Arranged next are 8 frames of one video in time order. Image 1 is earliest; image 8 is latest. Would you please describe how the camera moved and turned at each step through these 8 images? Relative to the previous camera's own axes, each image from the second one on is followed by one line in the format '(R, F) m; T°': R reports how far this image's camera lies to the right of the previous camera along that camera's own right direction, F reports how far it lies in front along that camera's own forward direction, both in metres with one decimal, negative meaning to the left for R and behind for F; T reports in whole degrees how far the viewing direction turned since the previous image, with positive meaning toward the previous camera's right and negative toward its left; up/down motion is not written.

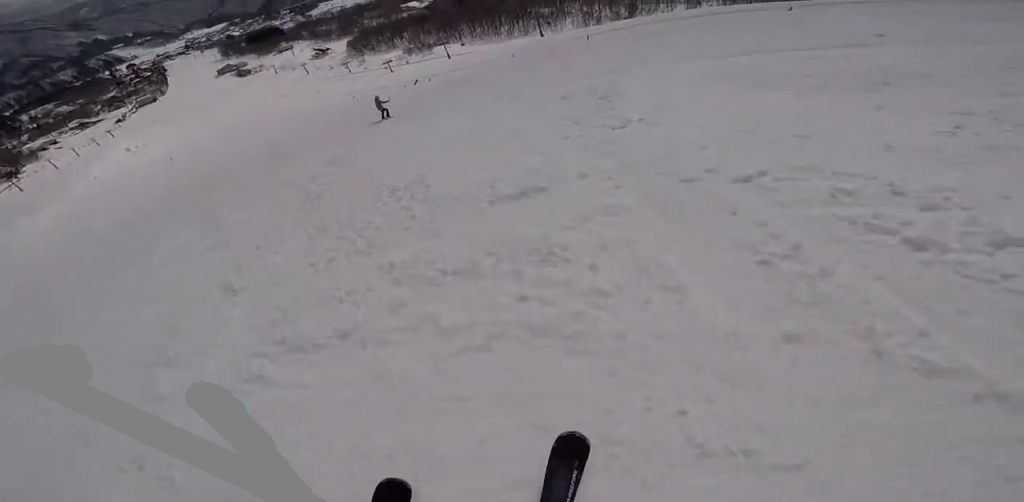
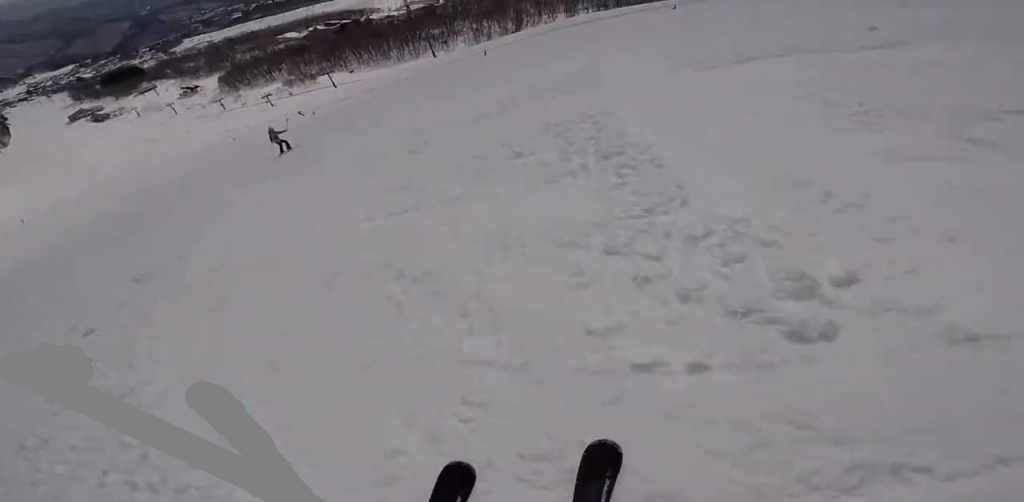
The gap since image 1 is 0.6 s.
(+0.4, +3.2) m; +12°
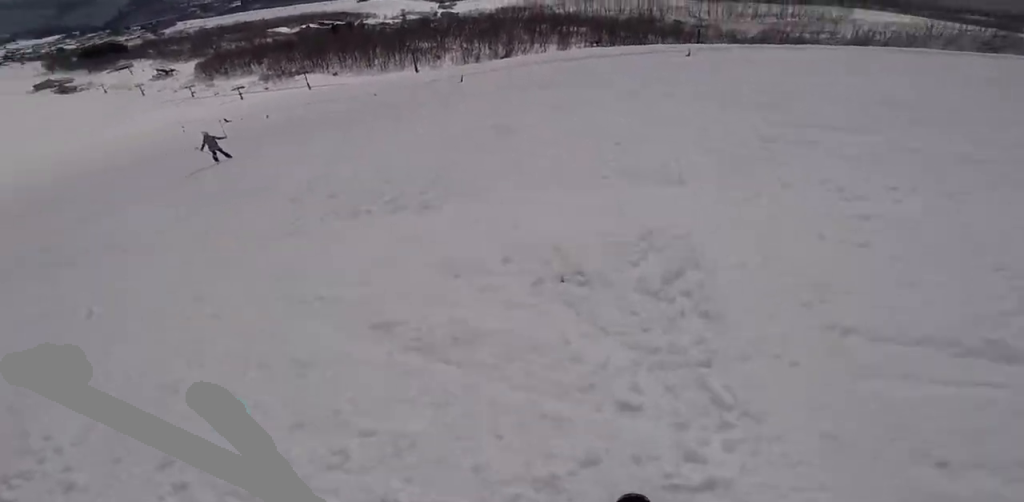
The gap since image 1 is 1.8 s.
(+0.2, +7.0) m; -20°
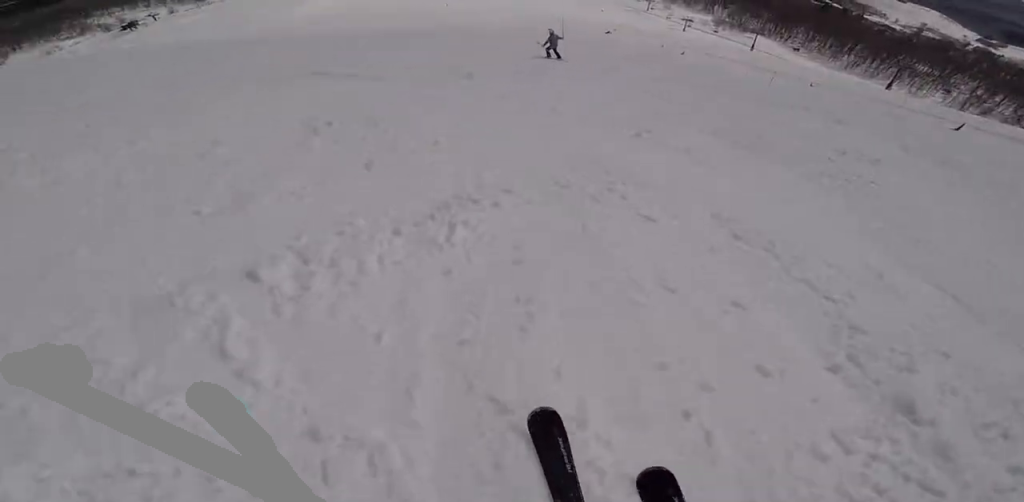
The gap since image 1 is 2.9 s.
(-3.0, +6.3) m; -44°
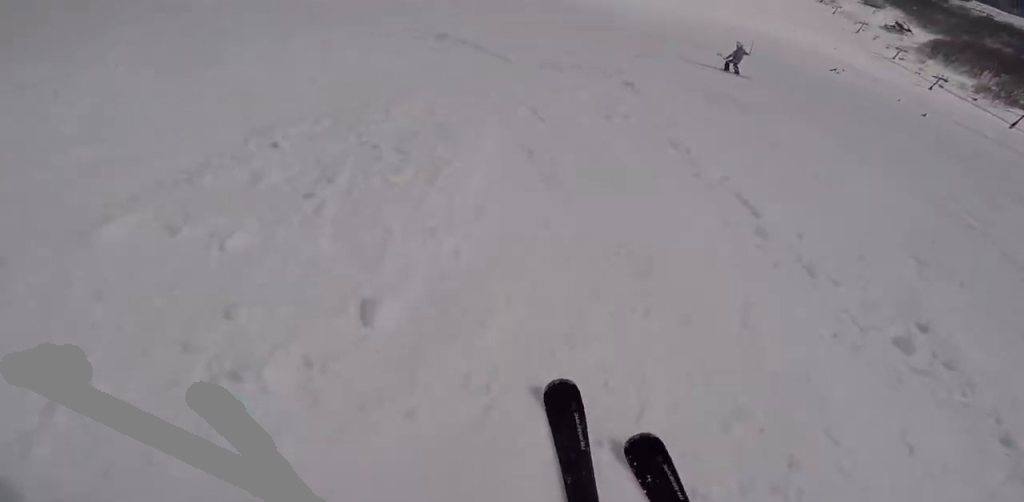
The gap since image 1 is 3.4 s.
(-0.5, +2.9) m; -14°
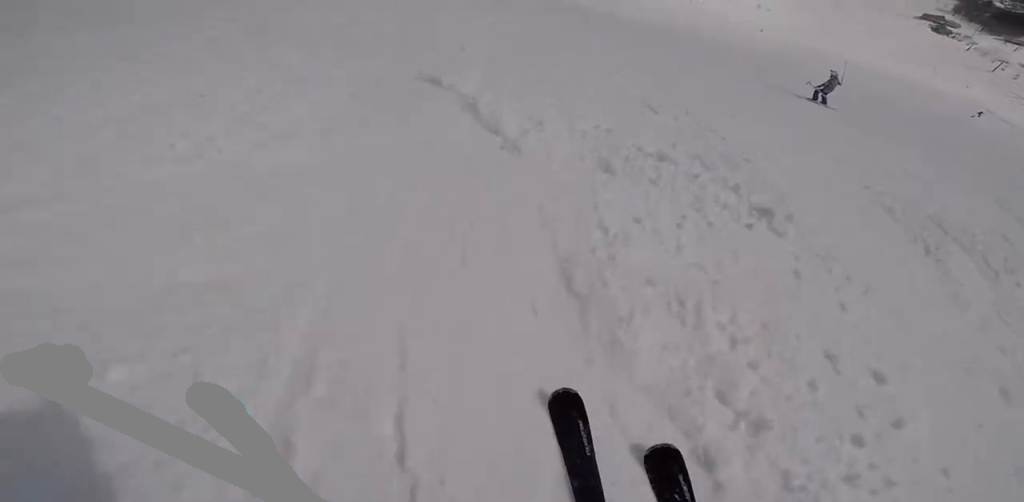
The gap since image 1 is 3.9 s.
(-0.5, +3.2) m; -14°
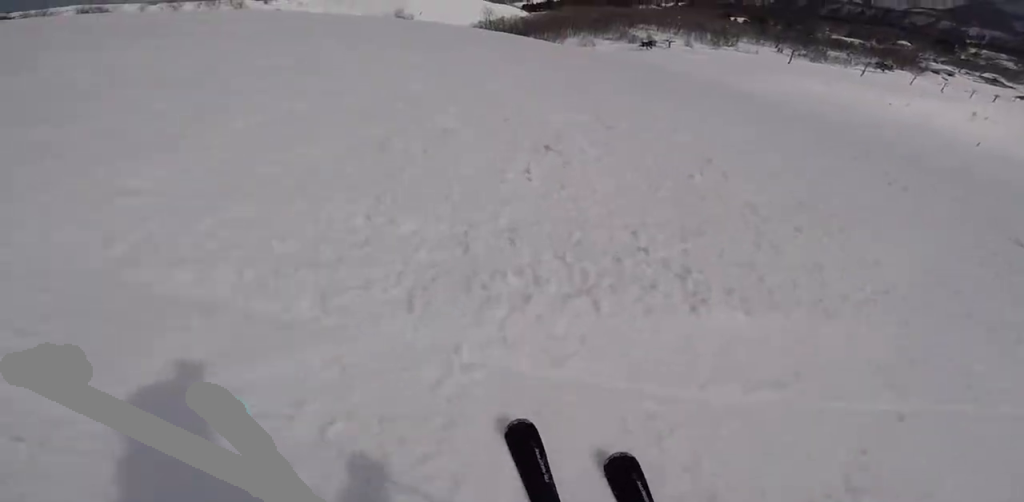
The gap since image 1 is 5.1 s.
(-1.9, +7.1) m; -17°
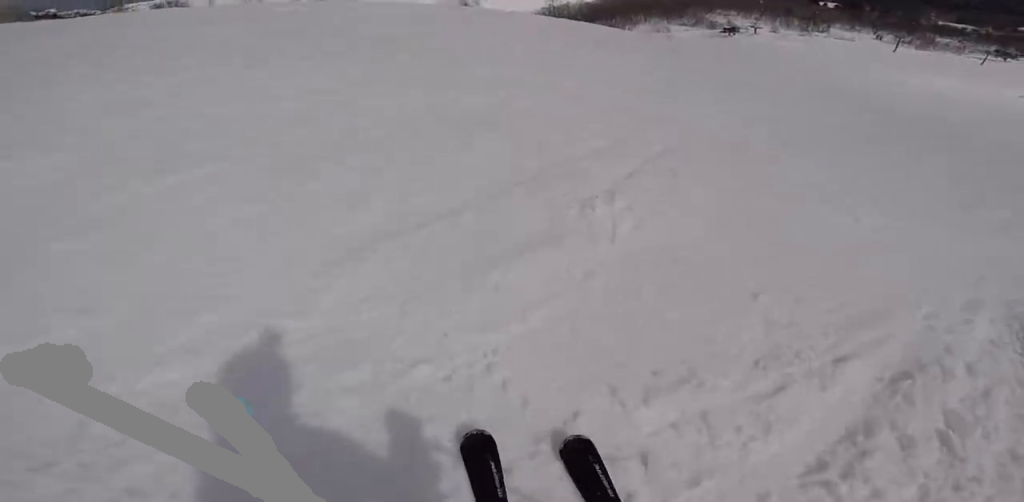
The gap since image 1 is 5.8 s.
(-0.4, +4.3) m; +5°
